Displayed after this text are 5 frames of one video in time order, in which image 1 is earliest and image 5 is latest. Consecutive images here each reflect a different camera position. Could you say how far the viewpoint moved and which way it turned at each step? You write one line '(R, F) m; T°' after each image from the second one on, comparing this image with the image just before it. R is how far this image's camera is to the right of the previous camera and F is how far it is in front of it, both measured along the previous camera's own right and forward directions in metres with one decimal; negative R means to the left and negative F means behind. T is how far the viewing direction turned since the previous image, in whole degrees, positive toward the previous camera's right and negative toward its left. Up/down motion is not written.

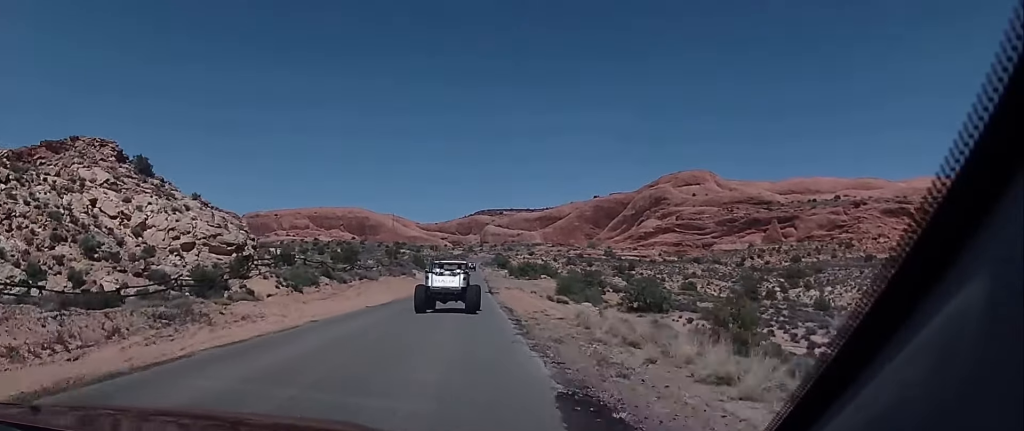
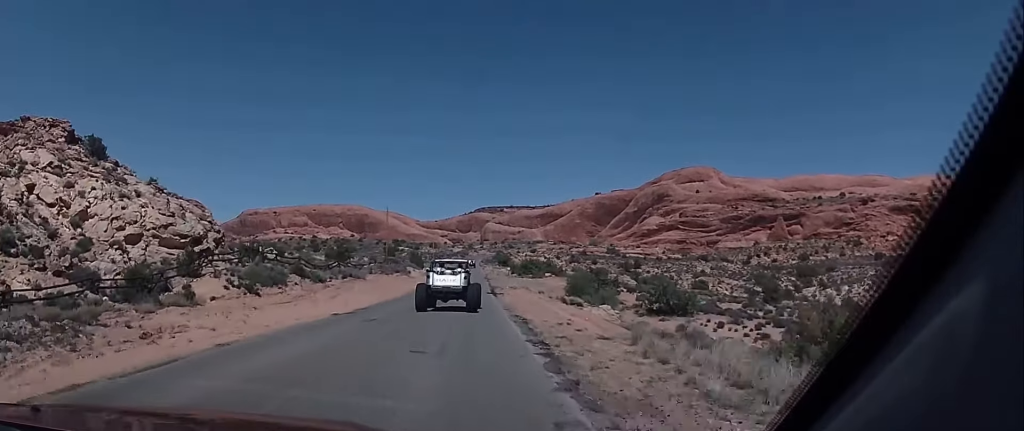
(-0.2, +8.5) m; 0°
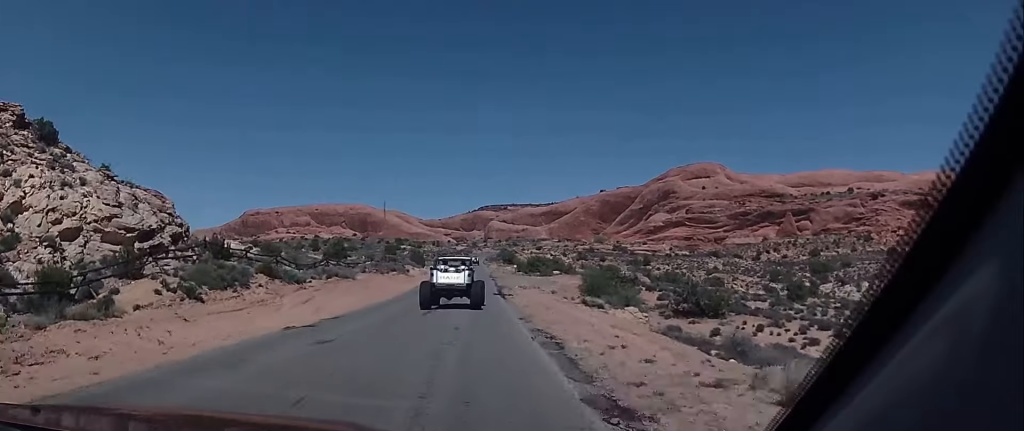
(-0.3, +7.4) m; +1°
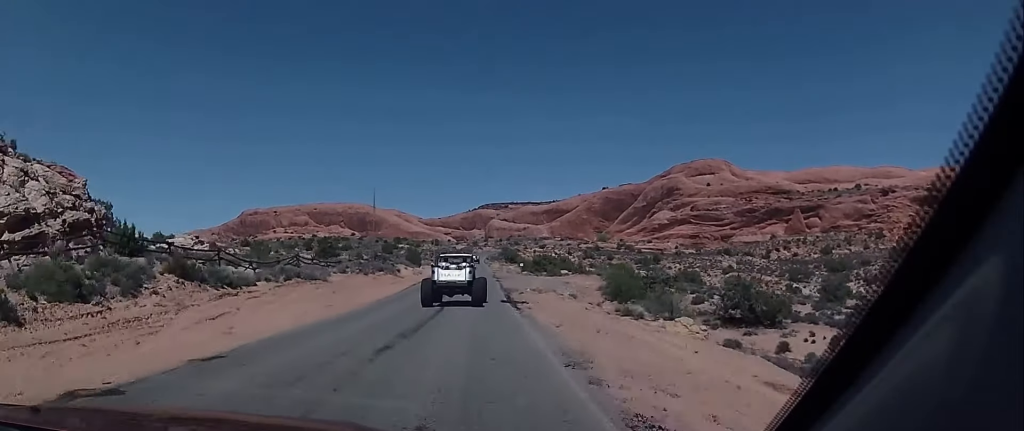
(+0.6, +11.3) m; 0°
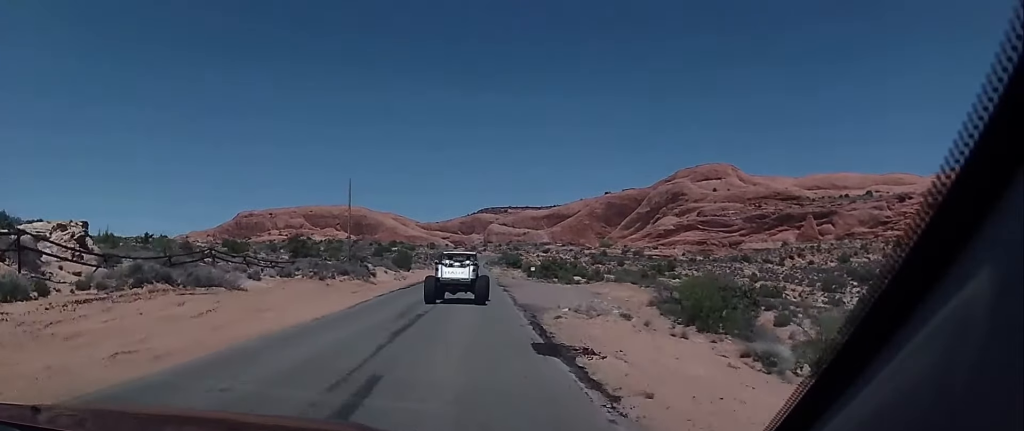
(-0.5, +18.2) m; -1°
